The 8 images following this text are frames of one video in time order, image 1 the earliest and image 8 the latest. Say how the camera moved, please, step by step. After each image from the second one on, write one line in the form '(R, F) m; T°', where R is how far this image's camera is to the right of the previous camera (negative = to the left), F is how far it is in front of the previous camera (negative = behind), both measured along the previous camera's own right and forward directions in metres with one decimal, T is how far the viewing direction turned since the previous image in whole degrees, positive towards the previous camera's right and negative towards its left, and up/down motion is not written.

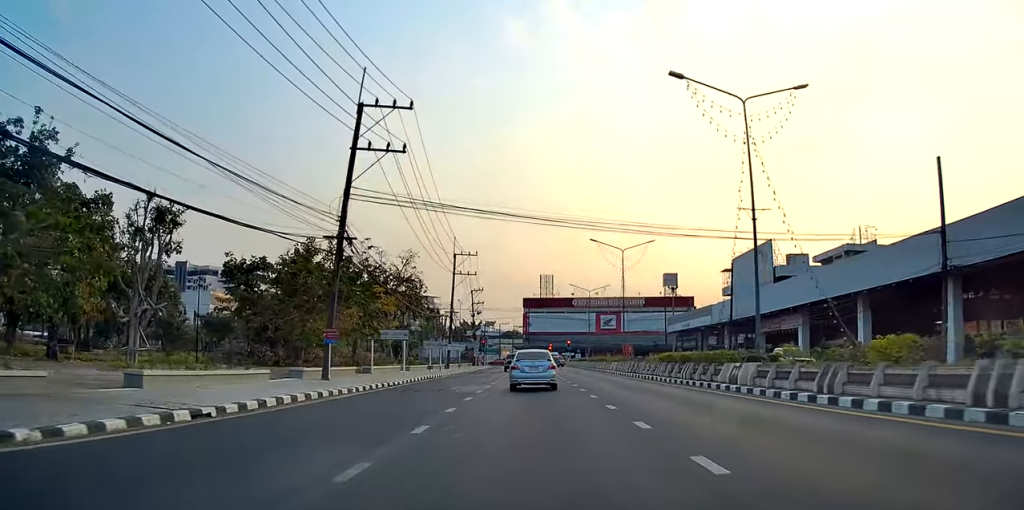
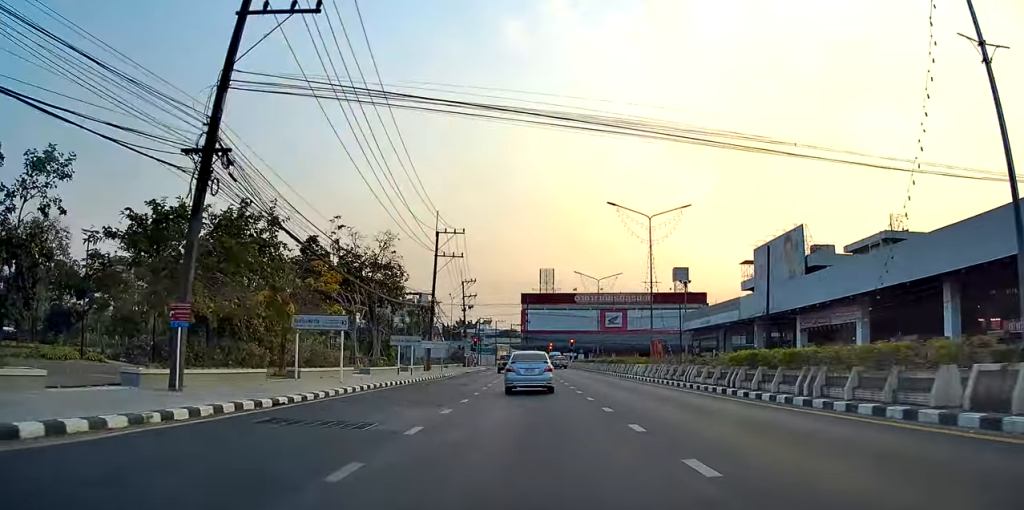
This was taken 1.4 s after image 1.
(-0.4, +13.8) m; 0°
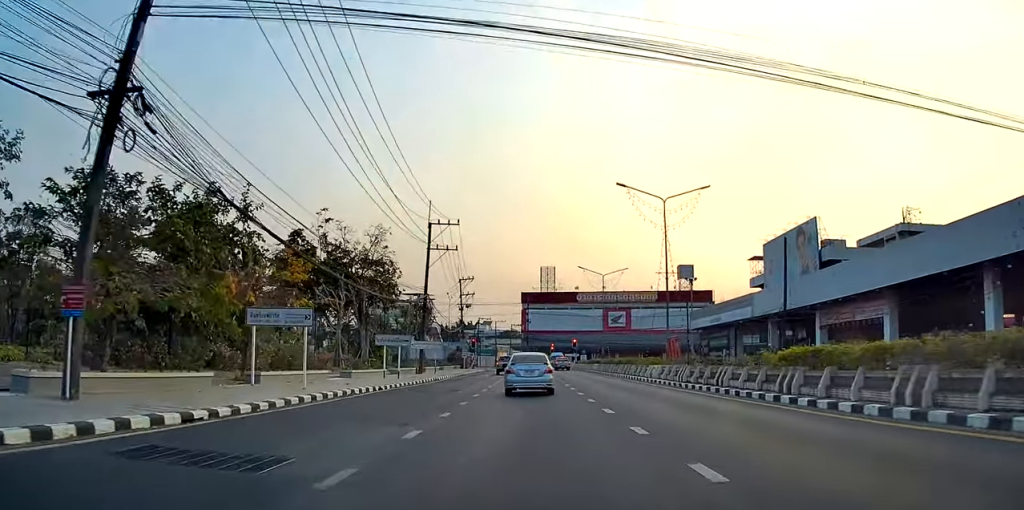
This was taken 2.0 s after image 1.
(0.0, +5.0) m; +1°
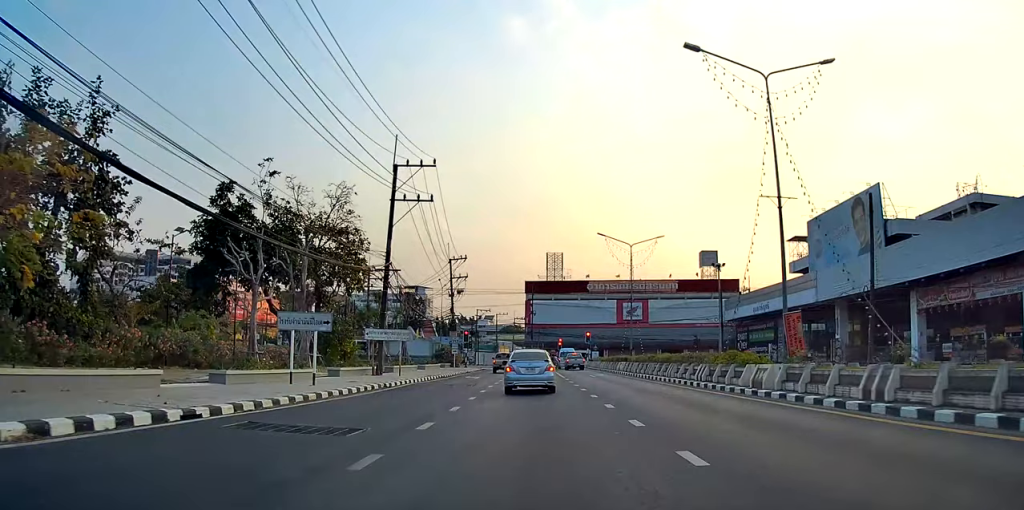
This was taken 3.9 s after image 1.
(+0.3, +16.8) m; -1°
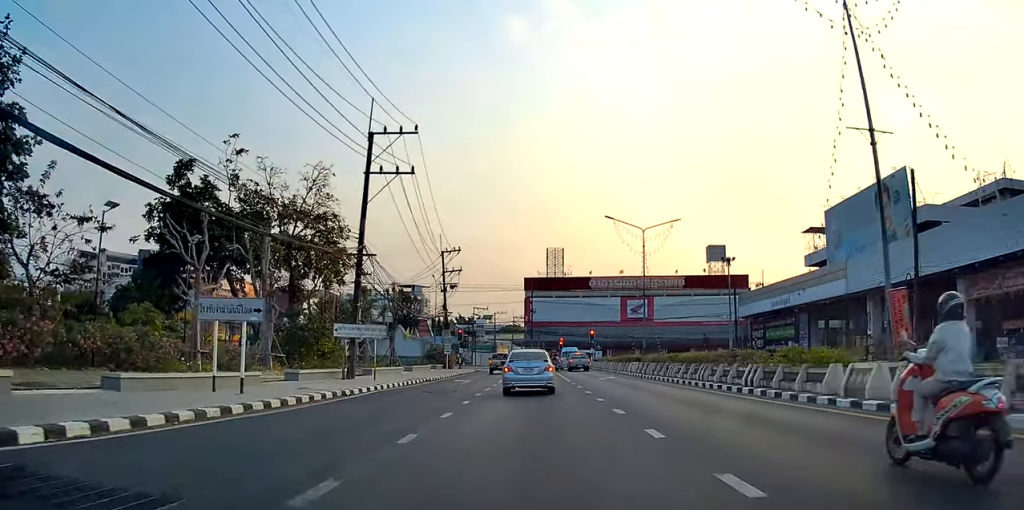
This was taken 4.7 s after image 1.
(-0.3, +6.0) m; -1°
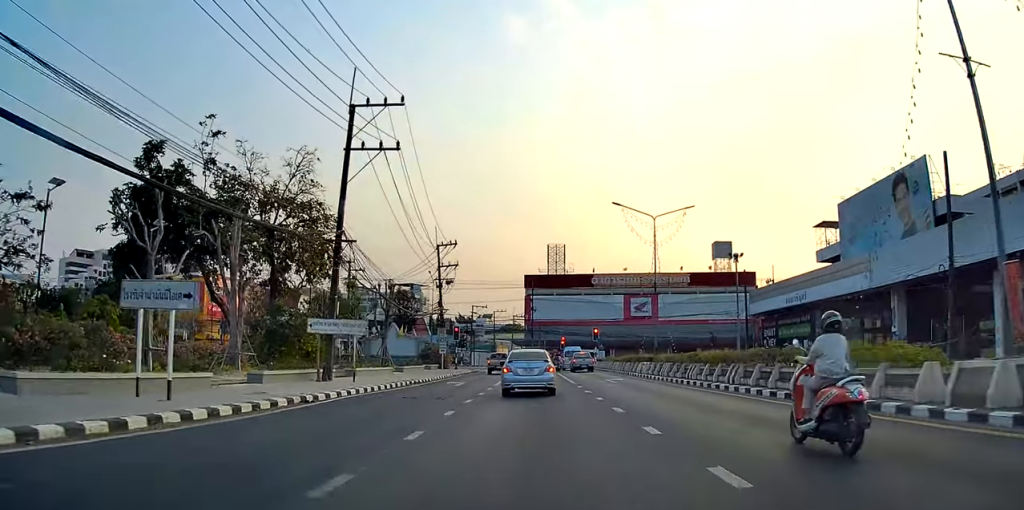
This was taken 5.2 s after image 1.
(0.0, +3.7) m; 0°
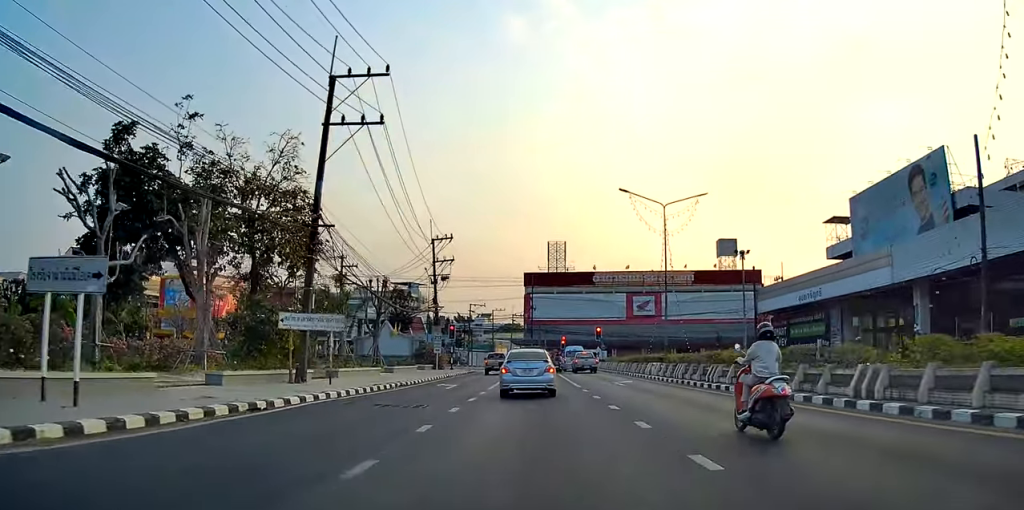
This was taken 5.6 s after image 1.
(0.0, +3.4) m; 0°
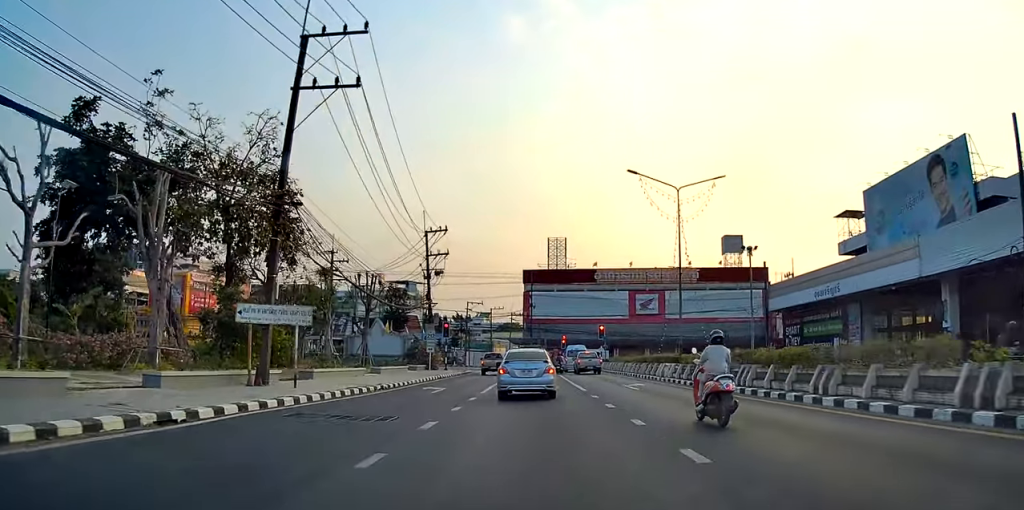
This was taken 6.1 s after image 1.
(0.0, +3.5) m; 0°
